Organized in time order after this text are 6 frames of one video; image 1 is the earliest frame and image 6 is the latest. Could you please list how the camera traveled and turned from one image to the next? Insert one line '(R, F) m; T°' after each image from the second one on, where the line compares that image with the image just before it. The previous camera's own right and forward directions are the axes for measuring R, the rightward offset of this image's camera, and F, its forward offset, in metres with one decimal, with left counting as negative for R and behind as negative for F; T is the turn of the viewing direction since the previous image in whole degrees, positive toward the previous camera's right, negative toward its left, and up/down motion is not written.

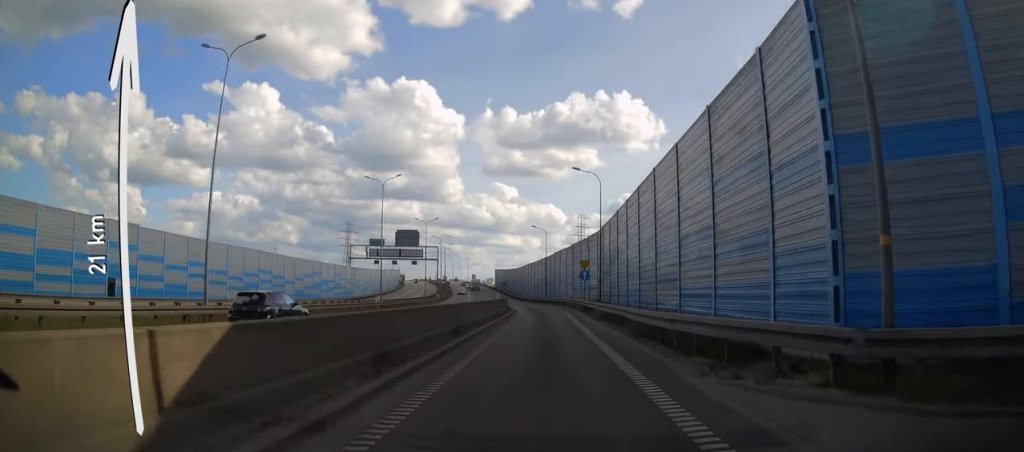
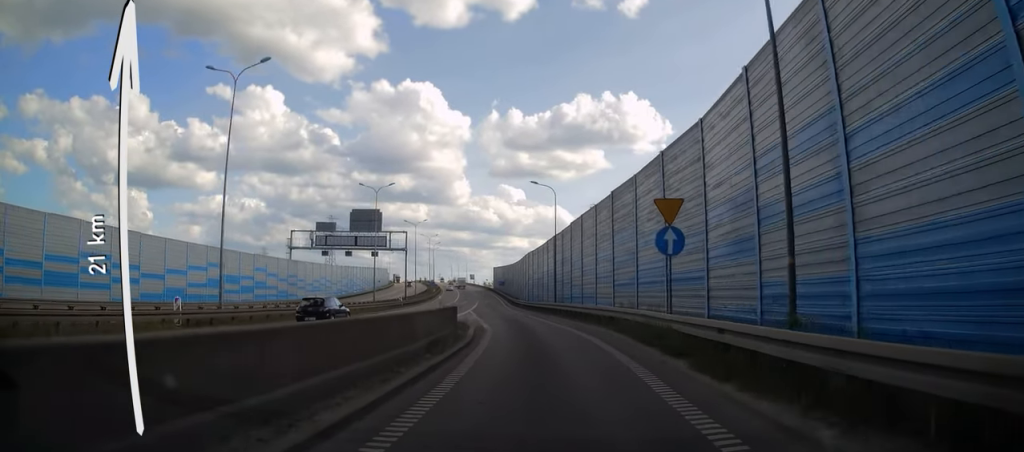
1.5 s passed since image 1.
(0.0, +31.5) m; -1°
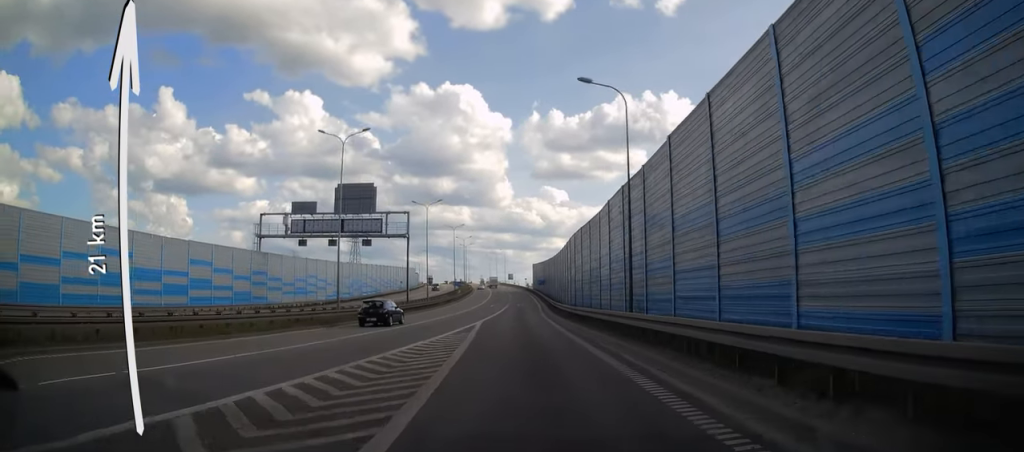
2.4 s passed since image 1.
(-0.4, +22.1) m; -3°
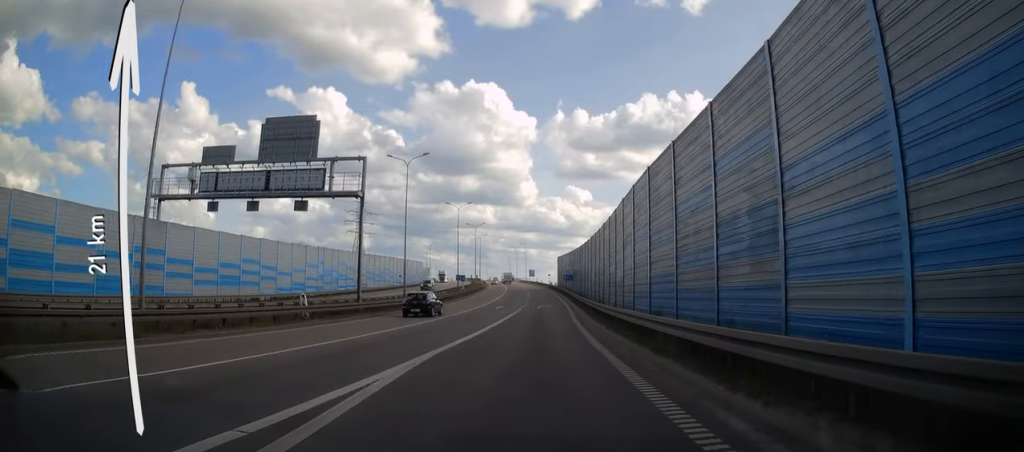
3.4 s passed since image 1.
(-0.7, +23.4) m; -3°
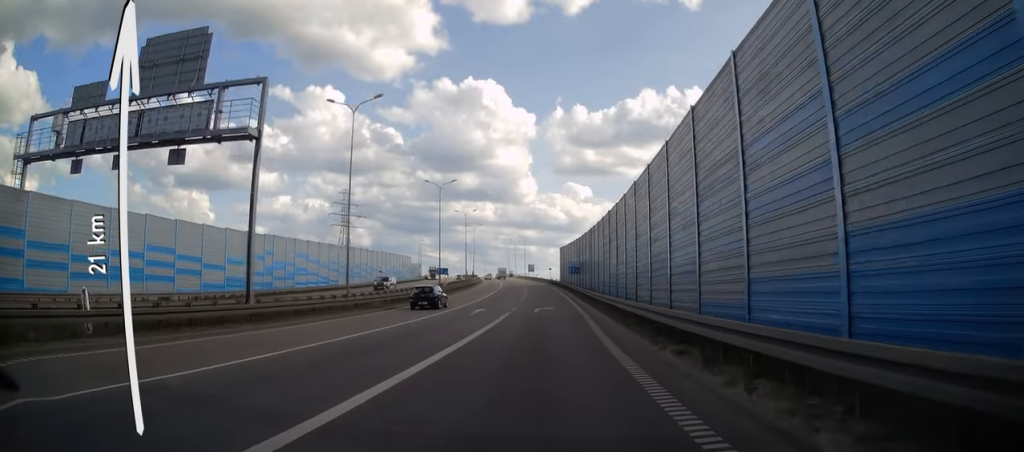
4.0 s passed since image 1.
(-0.3, +15.1) m; -1°
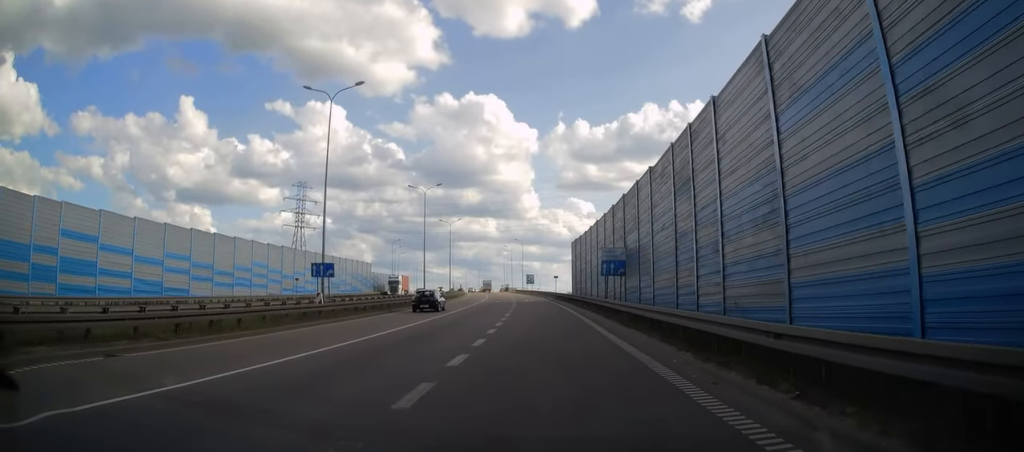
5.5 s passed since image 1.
(-0.3, +38.3) m; -1°
